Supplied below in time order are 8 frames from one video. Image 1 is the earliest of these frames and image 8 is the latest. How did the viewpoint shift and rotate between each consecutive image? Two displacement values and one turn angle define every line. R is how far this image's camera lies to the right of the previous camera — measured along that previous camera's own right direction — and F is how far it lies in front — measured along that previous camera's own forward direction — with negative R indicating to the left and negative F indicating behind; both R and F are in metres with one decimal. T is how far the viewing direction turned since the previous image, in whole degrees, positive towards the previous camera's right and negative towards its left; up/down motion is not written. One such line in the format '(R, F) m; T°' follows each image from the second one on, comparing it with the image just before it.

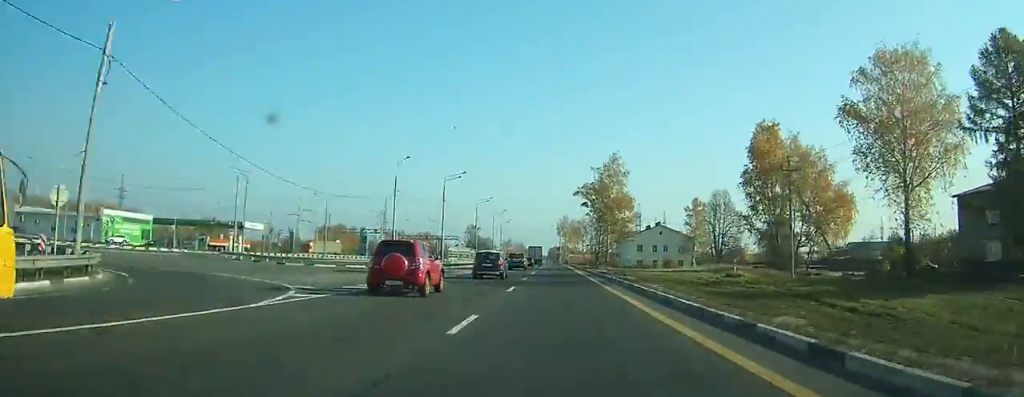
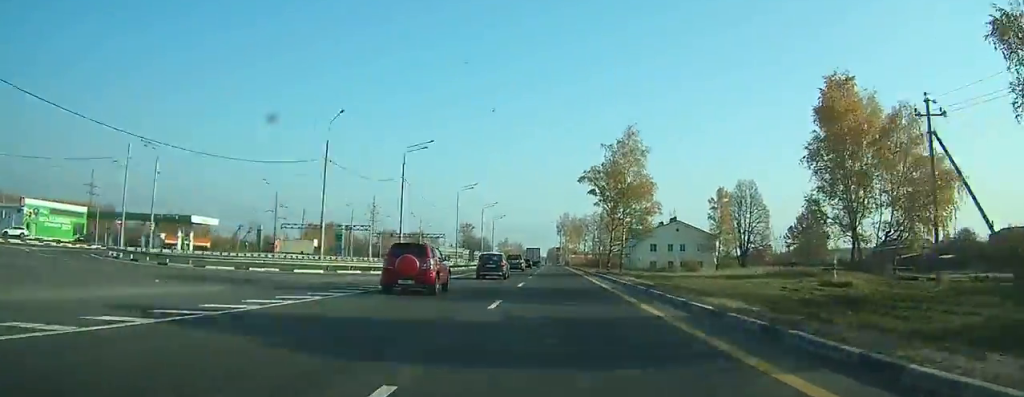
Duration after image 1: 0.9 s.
(-0.2, +19.0) m; -1°
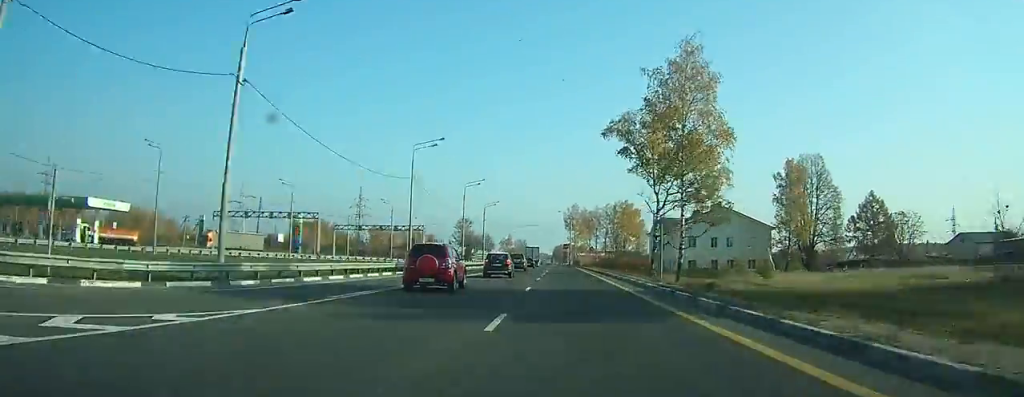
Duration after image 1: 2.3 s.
(-0.1, +28.8) m; -1°
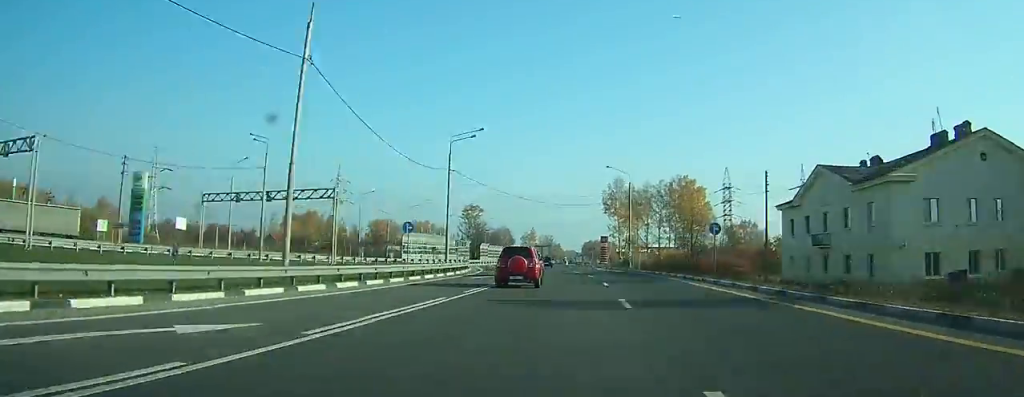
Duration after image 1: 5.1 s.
(-0.9, +57.4) m; -2°
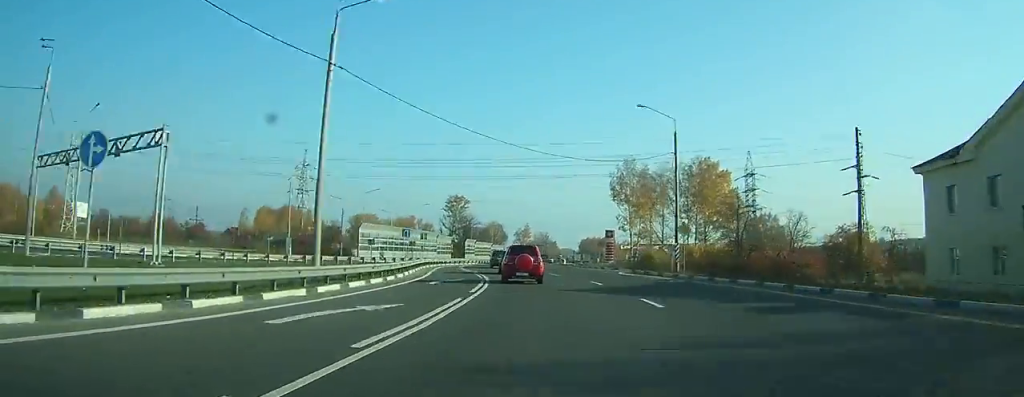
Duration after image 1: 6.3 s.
(-0.1, +26.8) m; -1°
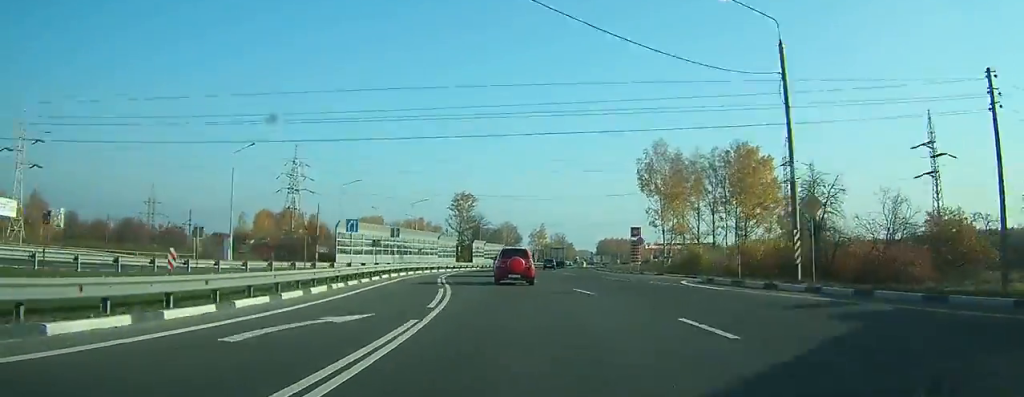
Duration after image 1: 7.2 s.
(-0.2, +18.0) m; 0°
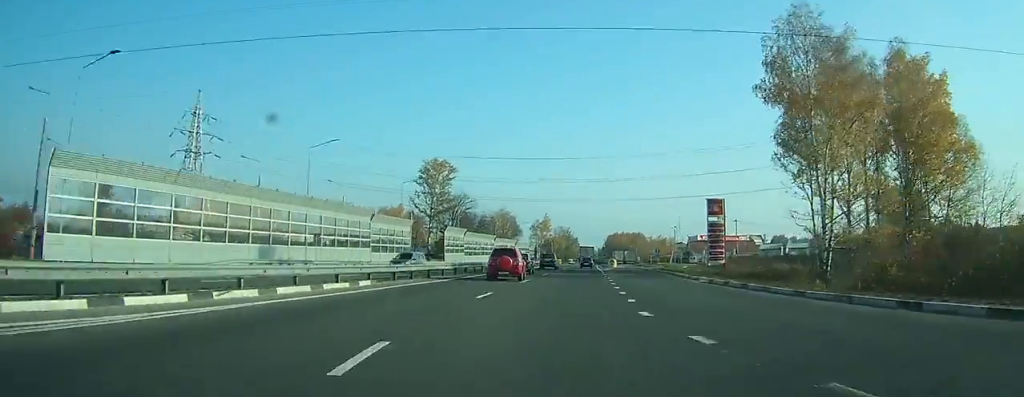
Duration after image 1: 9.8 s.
(-0.4, +51.1) m; 0°
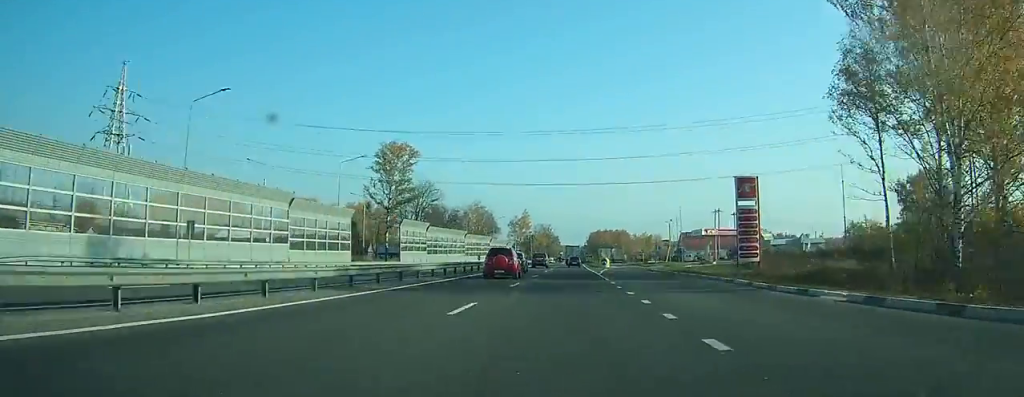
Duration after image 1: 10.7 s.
(0.0, +16.3) m; 0°
